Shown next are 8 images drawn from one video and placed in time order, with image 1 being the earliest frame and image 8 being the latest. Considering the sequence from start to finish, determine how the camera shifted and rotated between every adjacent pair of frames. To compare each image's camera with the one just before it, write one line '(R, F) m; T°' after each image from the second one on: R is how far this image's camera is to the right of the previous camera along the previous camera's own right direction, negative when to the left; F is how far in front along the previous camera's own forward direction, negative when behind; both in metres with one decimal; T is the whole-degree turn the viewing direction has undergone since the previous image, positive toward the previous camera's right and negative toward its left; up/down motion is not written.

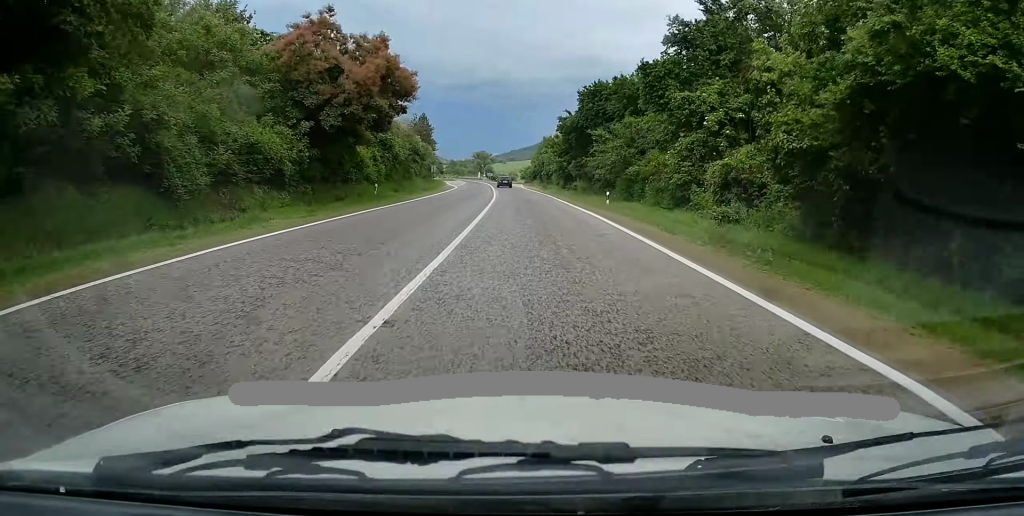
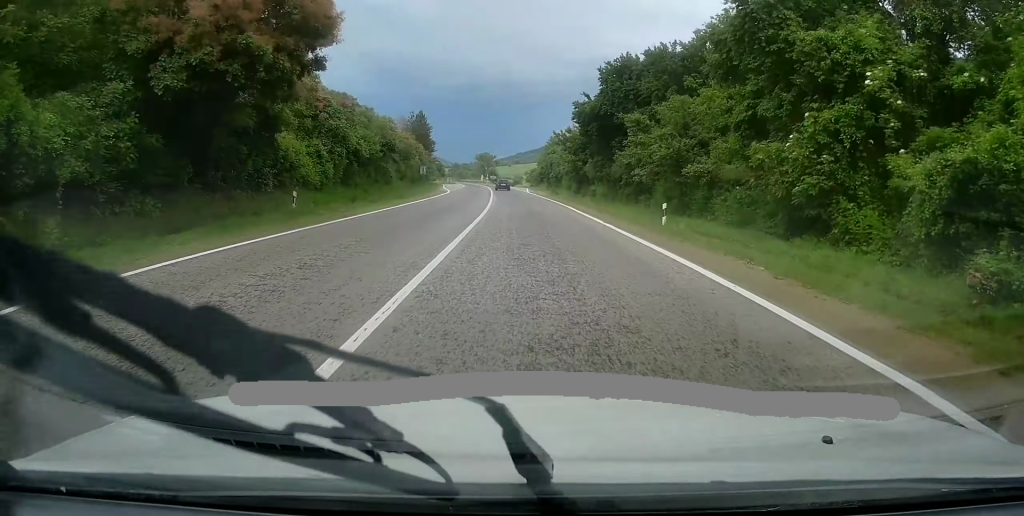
(-0.1, +12.3) m; -1°
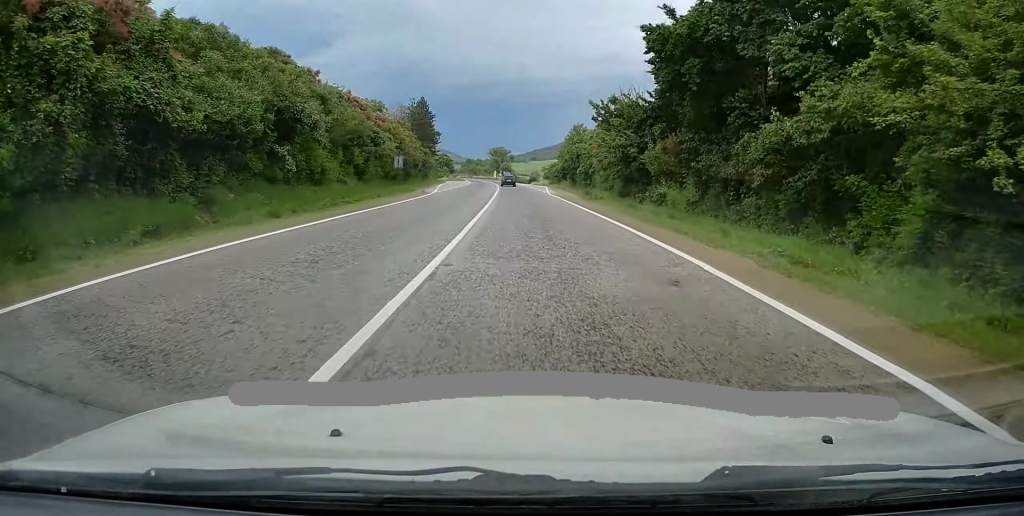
(-0.3, +20.9) m; -1°
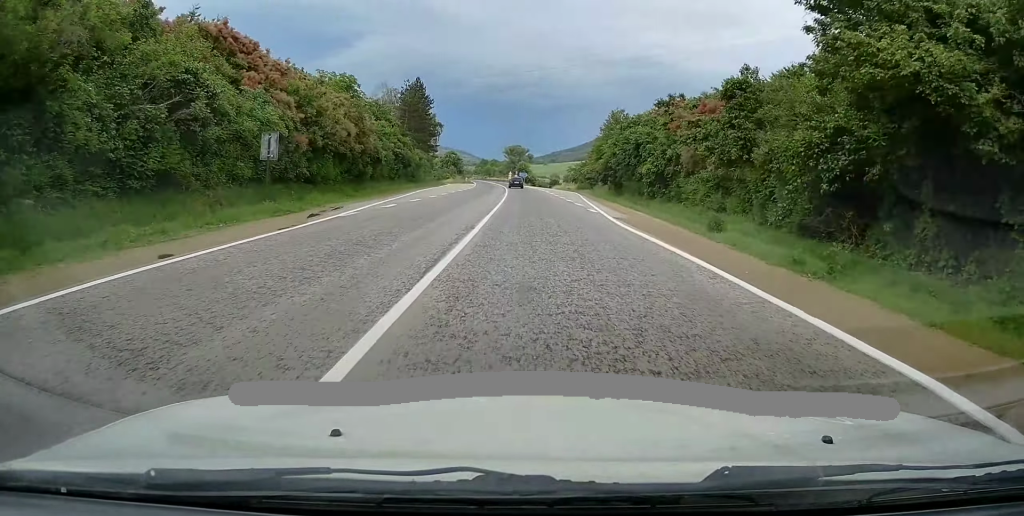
(0.0, +27.3) m; -1°
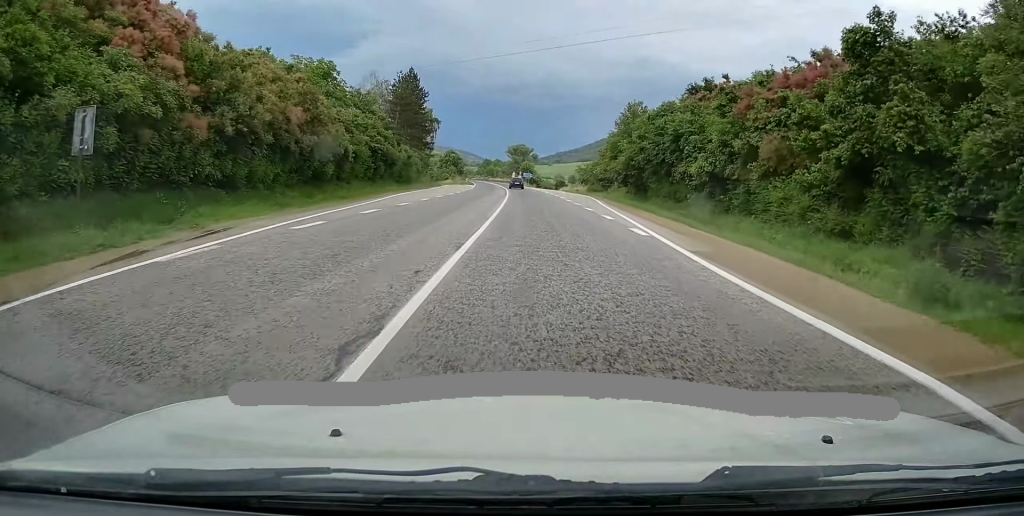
(+0.1, +10.0) m; -1°
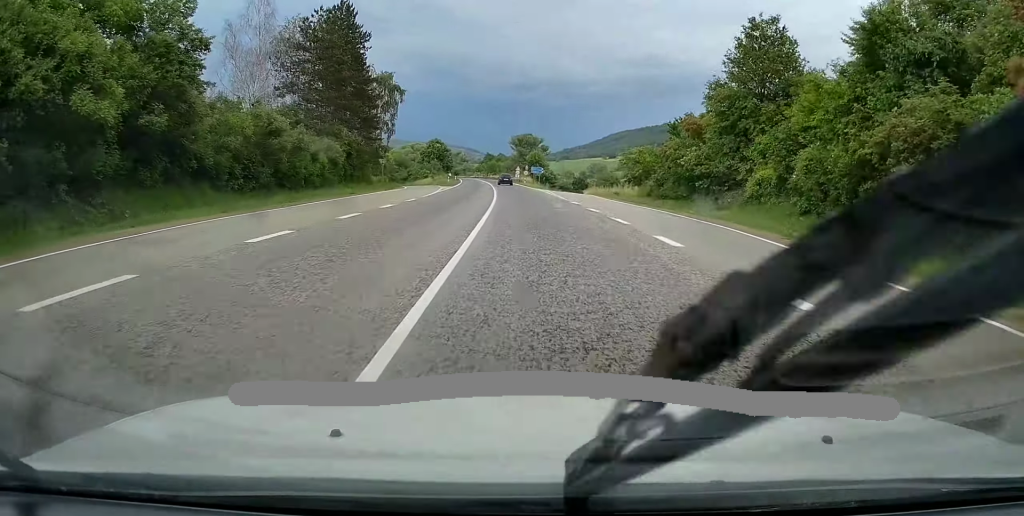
(-0.9, +39.1) m; -1°
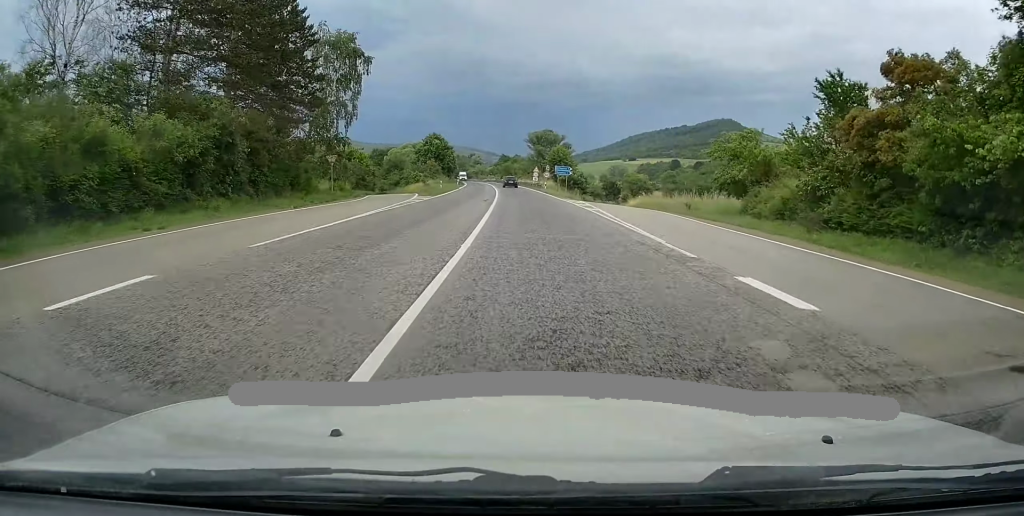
(0.0, +23.7) m; -1°
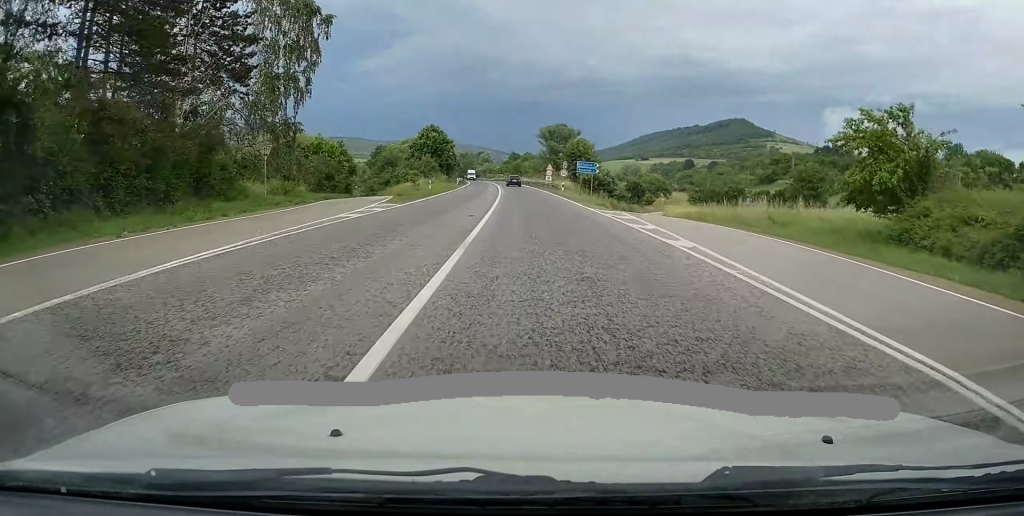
(-0.3, +13.7) m; -1°
